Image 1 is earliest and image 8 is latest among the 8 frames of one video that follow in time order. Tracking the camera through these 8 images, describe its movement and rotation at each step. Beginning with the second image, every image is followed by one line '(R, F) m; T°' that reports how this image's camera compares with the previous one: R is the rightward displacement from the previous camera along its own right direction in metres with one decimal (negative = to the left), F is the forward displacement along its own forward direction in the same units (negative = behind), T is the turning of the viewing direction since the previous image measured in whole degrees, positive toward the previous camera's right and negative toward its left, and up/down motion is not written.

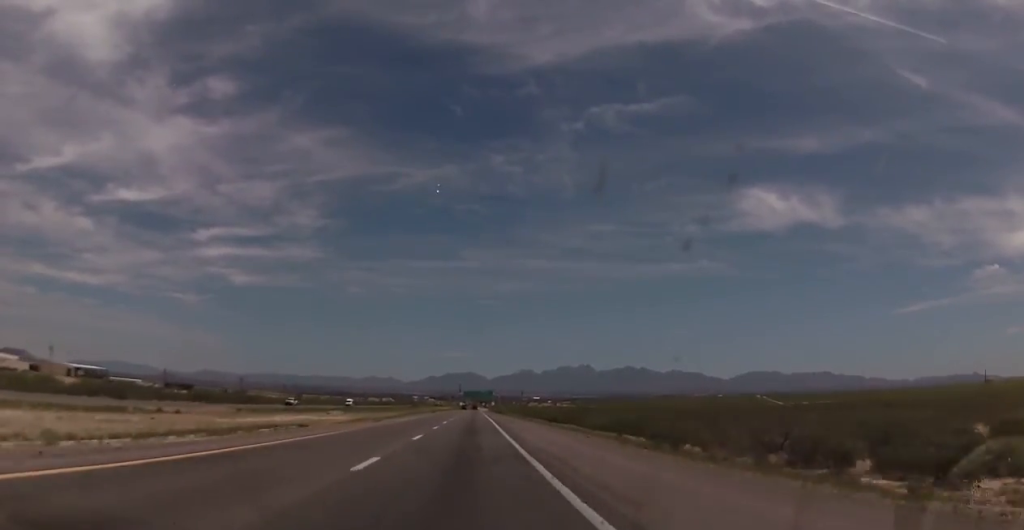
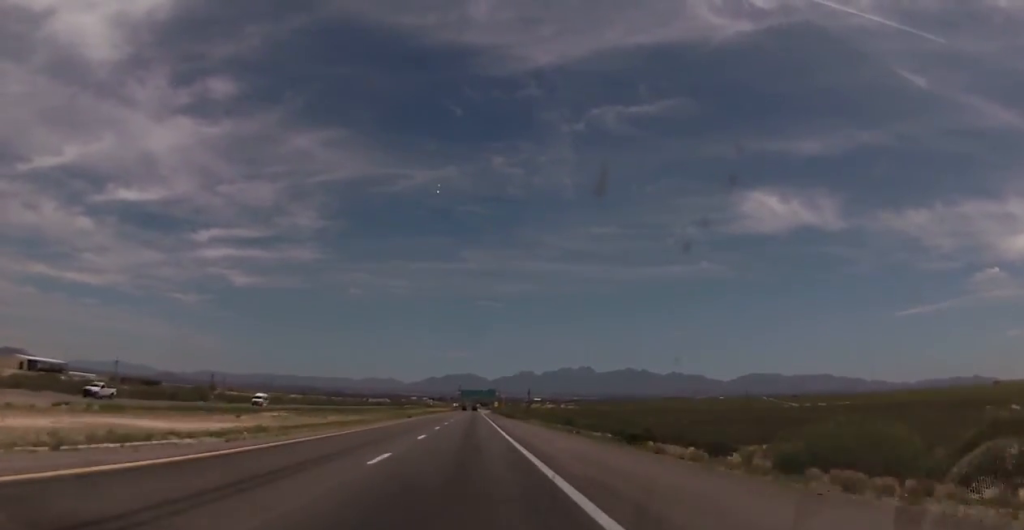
(+0.4, +46.8) m; +1°
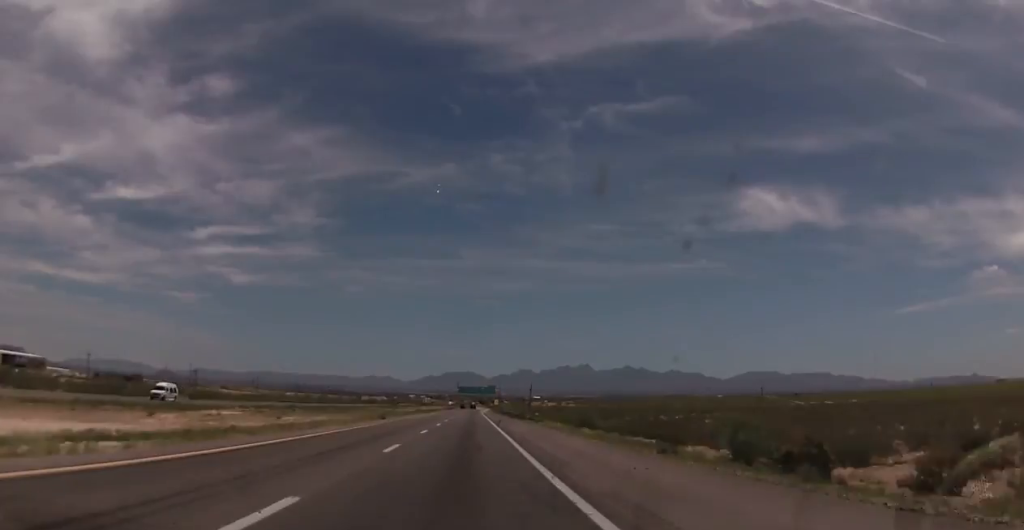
(+0.3, +21.2) m; 0°
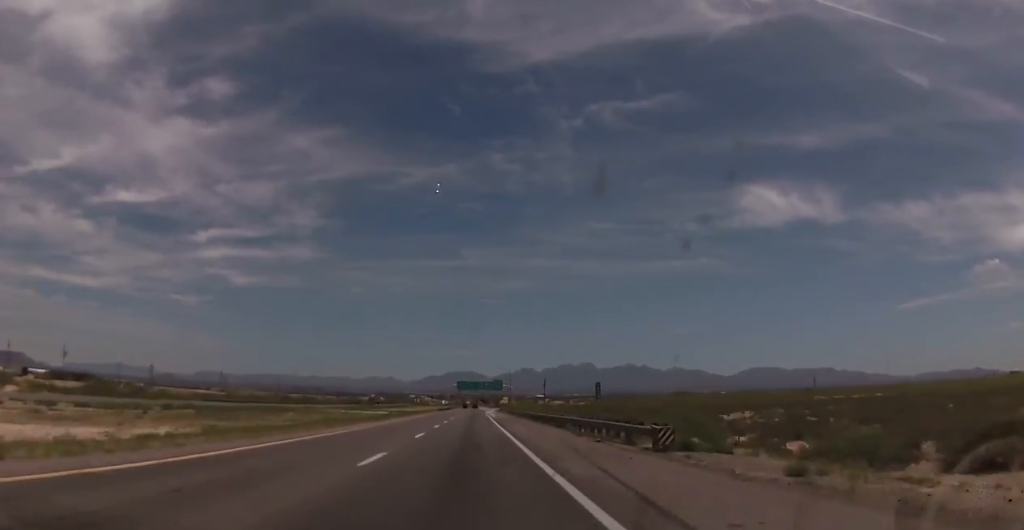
(-0.6, +52.5) m; -1°
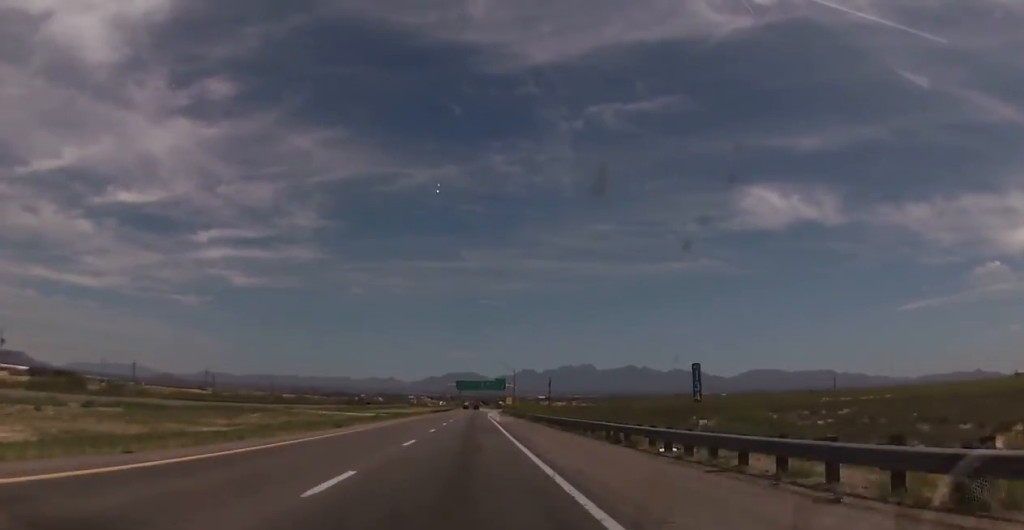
(-0.1, +16.7) m; 0°
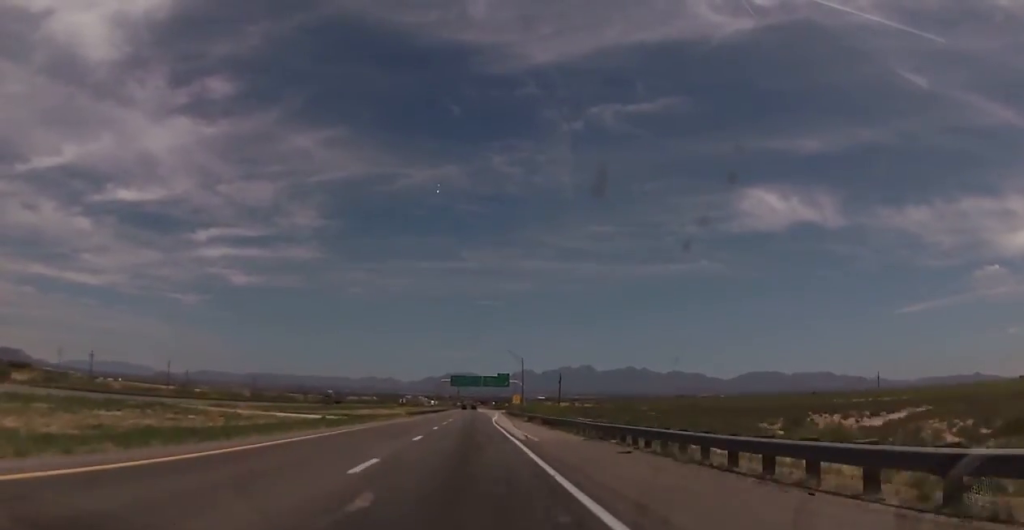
(+0.3, +33.4) m; 0°
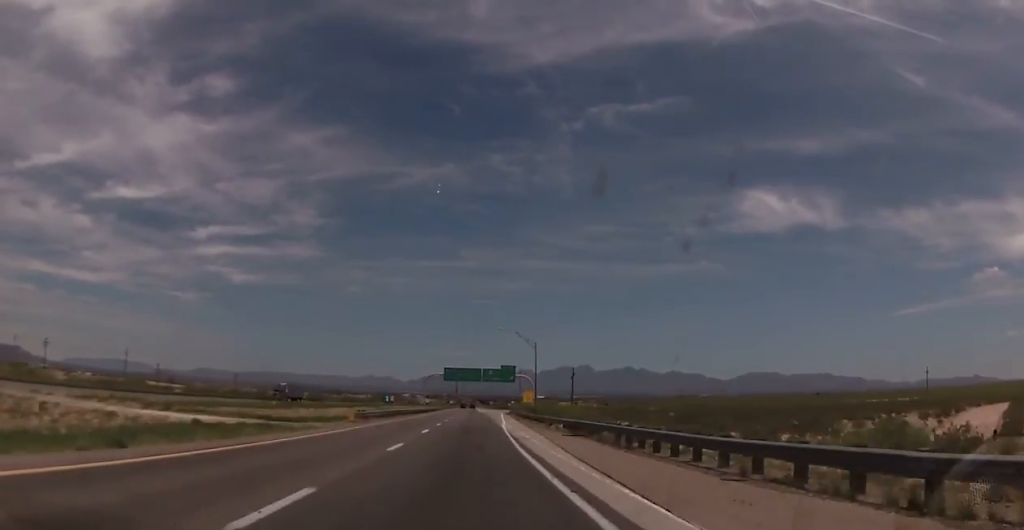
(-0.2, +30.2) m; 0°
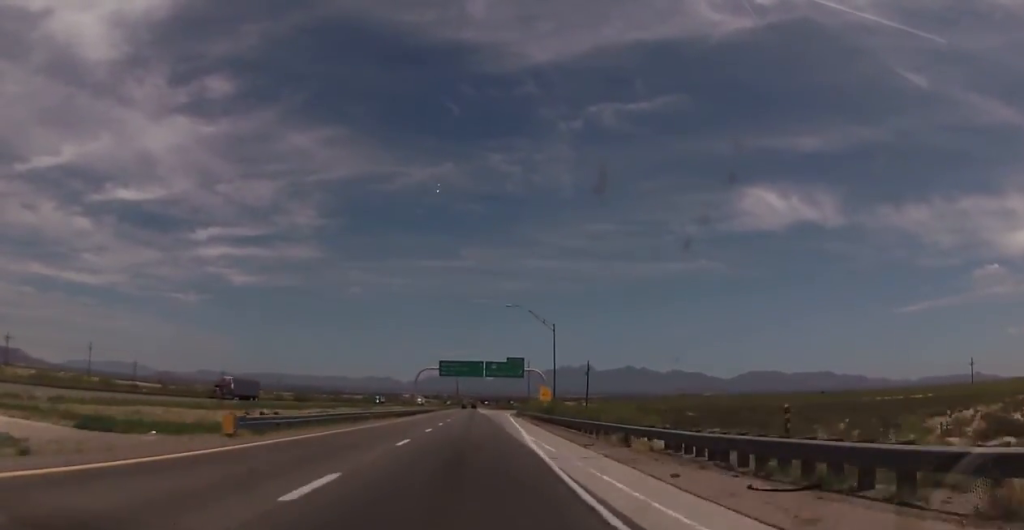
(0.0, +22.4) m; 0°
